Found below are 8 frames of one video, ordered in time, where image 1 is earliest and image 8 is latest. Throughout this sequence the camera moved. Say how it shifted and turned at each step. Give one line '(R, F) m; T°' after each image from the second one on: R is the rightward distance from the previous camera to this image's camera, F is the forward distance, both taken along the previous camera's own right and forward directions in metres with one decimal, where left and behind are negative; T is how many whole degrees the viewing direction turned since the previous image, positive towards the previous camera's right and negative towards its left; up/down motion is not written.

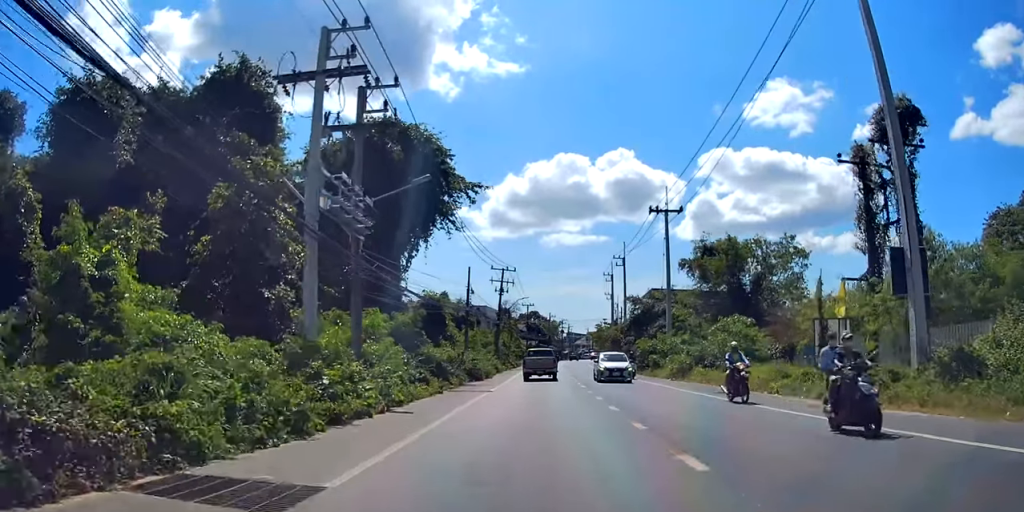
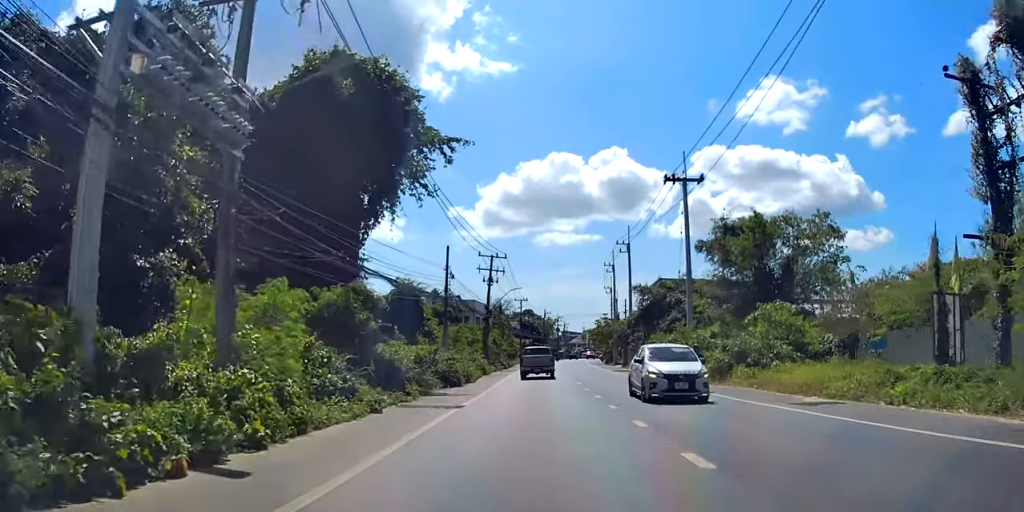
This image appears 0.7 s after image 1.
(-0.2, +8.1) m; -1°
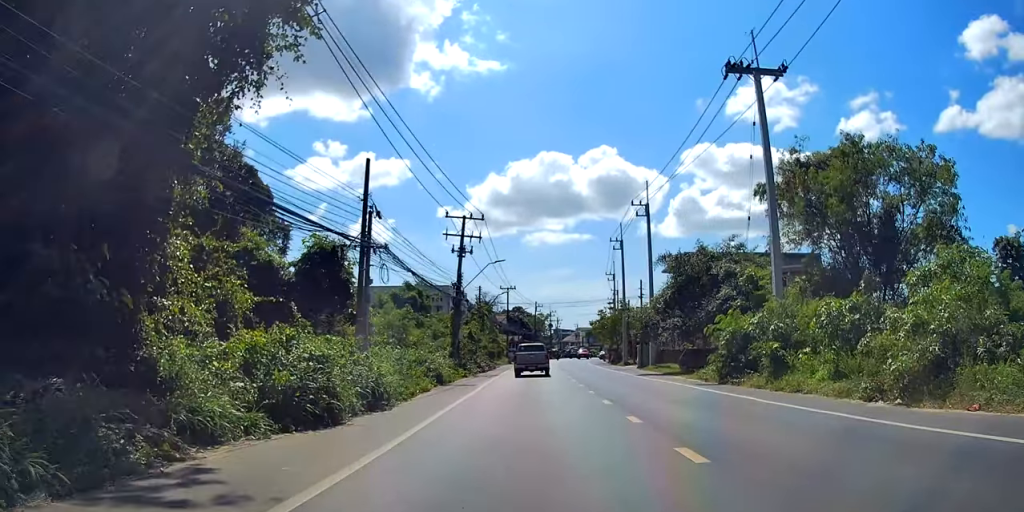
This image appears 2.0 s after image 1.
(+0.2, +15.6) m; +4°
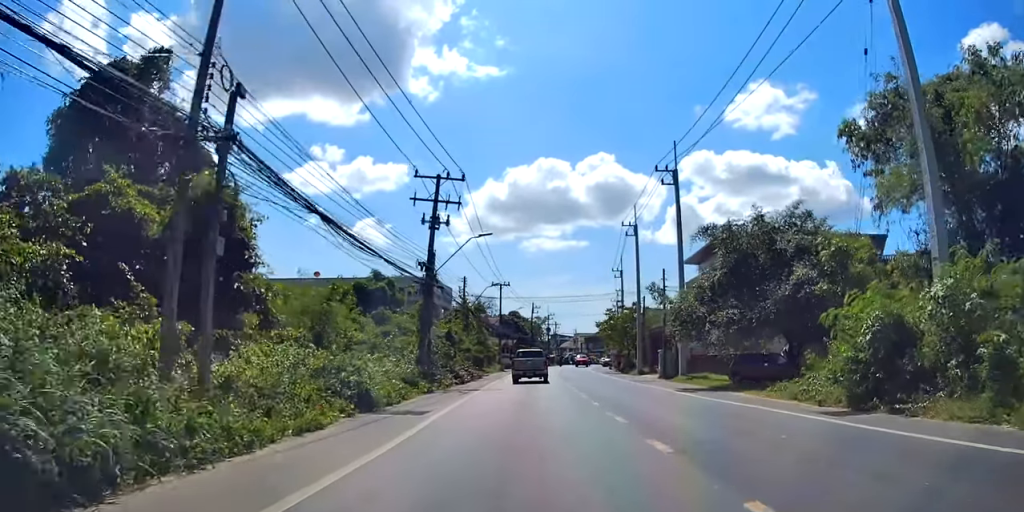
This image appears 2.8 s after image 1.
(+0.7, +10.3) m; +2°
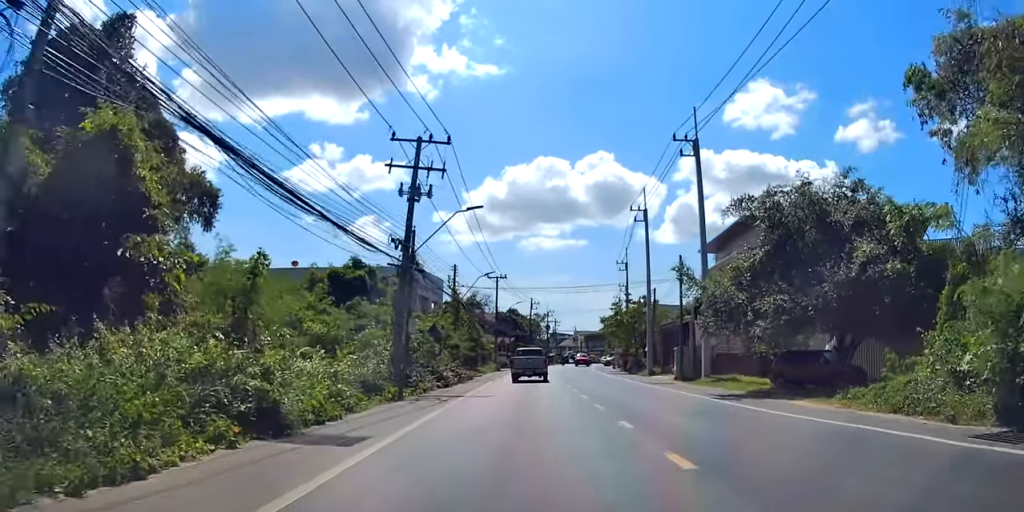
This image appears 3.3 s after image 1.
(-0.2, +5.3) m; 0°
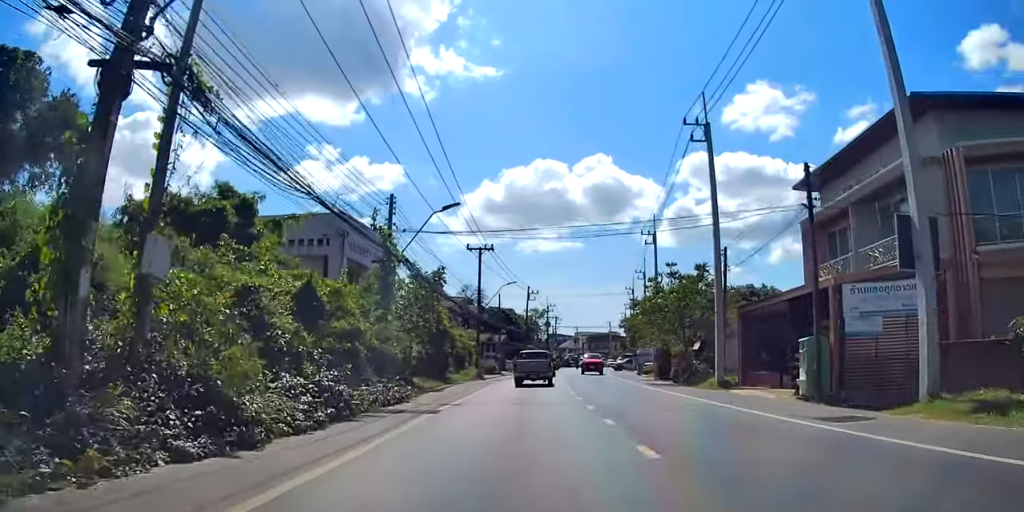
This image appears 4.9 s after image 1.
(0.0, +18.8) m; -2°
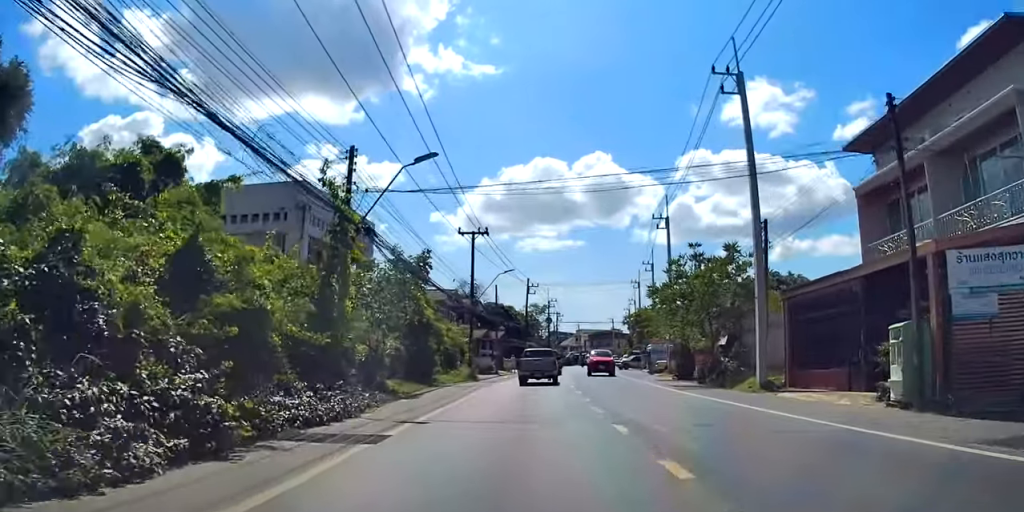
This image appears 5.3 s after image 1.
(-0.3, +5.6) m; -2°
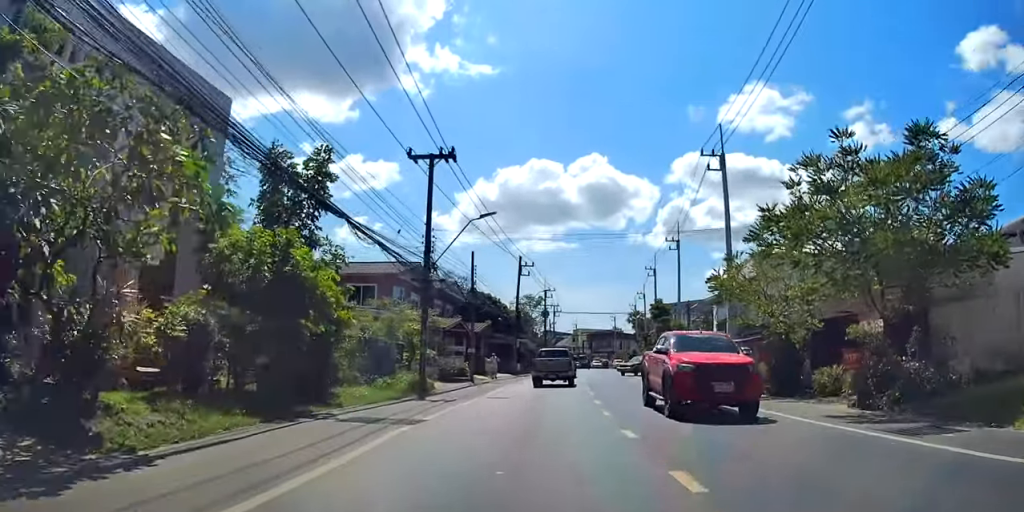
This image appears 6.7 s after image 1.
(-0.8, +16.7) m; +1°
